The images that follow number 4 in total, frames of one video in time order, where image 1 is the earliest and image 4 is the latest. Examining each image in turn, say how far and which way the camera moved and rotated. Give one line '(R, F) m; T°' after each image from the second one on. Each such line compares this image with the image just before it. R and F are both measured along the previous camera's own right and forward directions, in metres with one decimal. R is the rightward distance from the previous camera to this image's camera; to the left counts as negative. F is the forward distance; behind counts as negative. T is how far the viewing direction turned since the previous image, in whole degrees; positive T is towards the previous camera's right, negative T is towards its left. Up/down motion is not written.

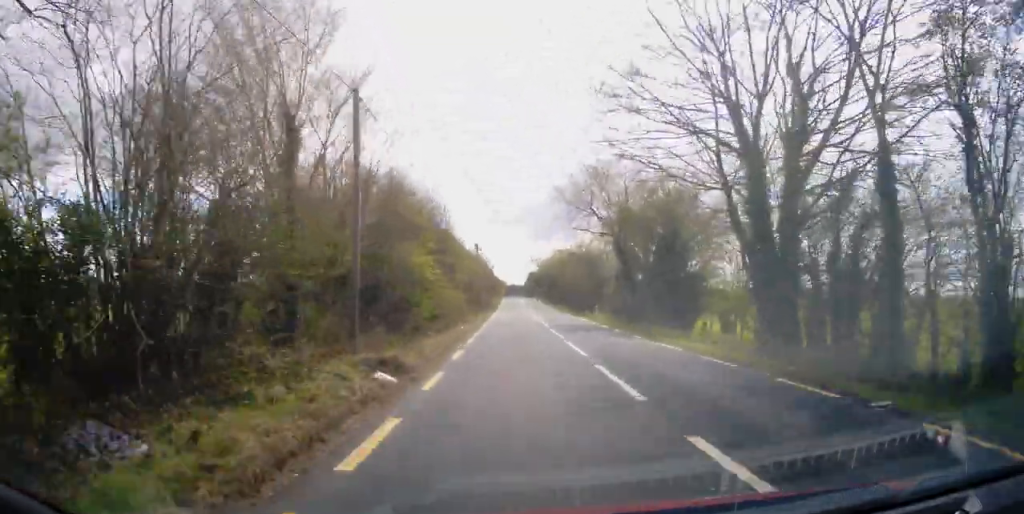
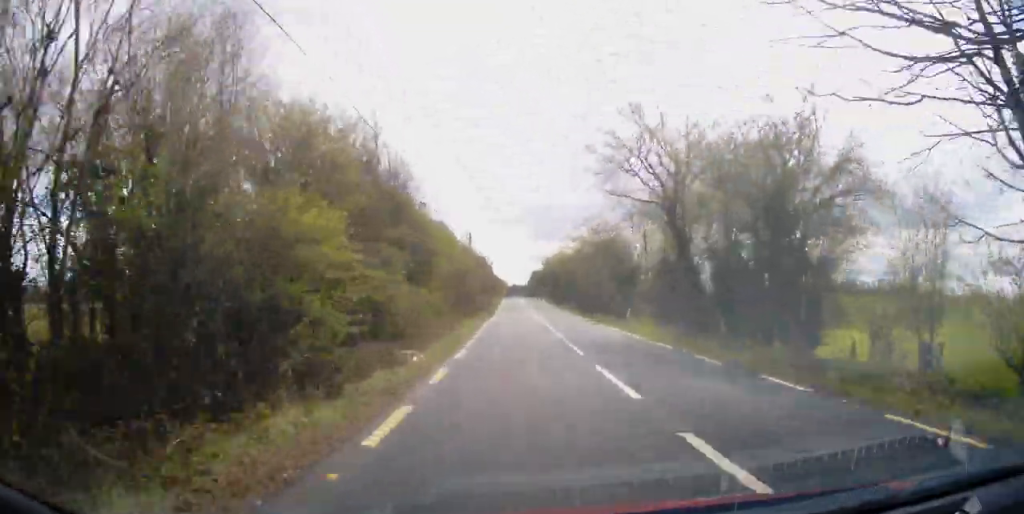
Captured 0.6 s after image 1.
(-0.1, +11.4) m; 0°
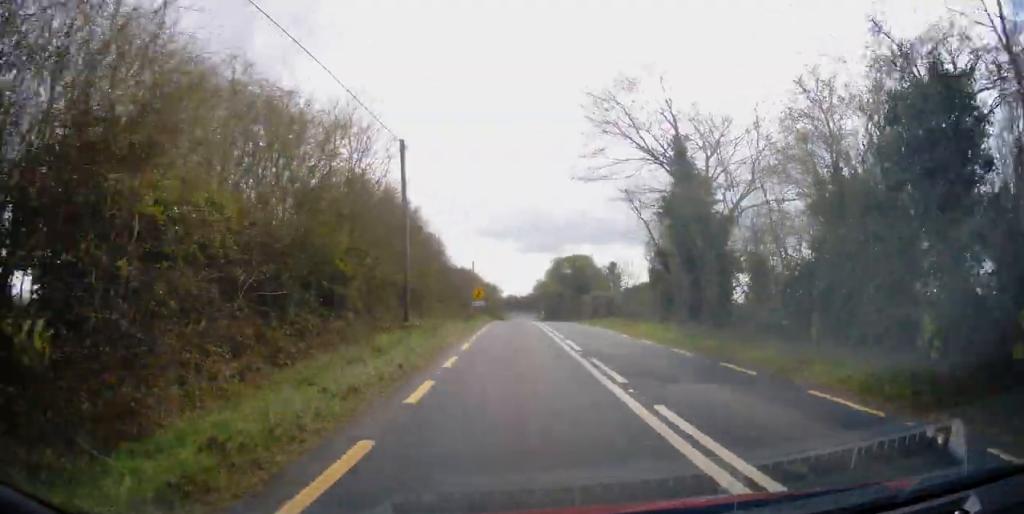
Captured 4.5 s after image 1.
(0.0, +78.6) m; 0°
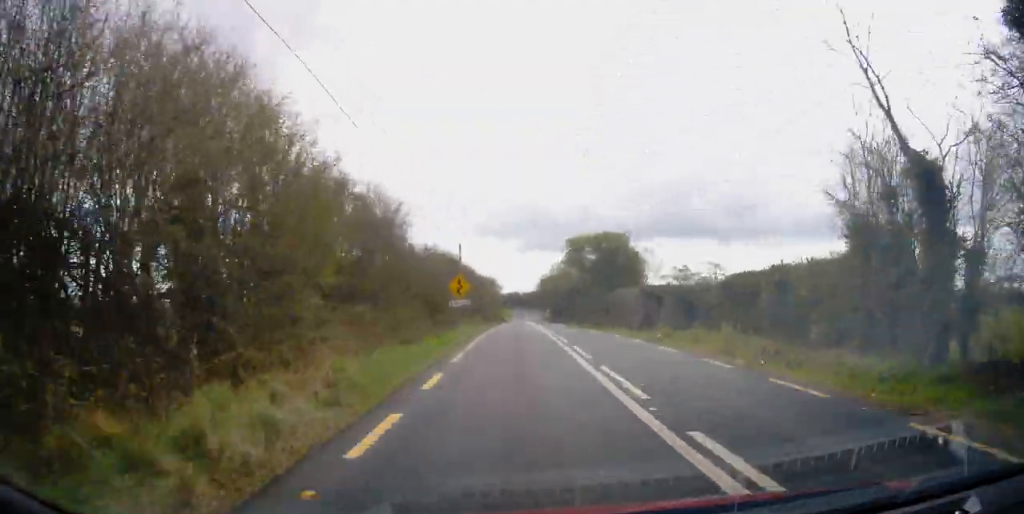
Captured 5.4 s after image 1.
(0.0, +18.9) m; 0°
